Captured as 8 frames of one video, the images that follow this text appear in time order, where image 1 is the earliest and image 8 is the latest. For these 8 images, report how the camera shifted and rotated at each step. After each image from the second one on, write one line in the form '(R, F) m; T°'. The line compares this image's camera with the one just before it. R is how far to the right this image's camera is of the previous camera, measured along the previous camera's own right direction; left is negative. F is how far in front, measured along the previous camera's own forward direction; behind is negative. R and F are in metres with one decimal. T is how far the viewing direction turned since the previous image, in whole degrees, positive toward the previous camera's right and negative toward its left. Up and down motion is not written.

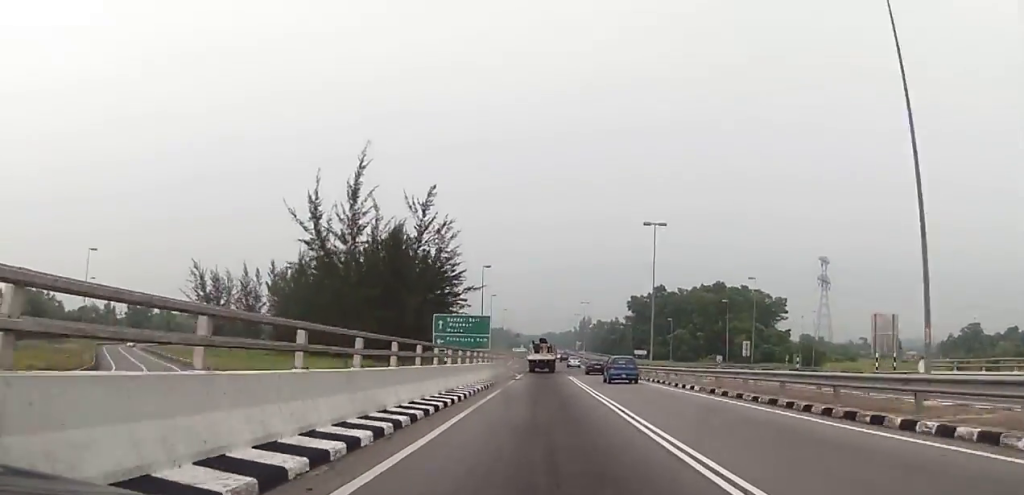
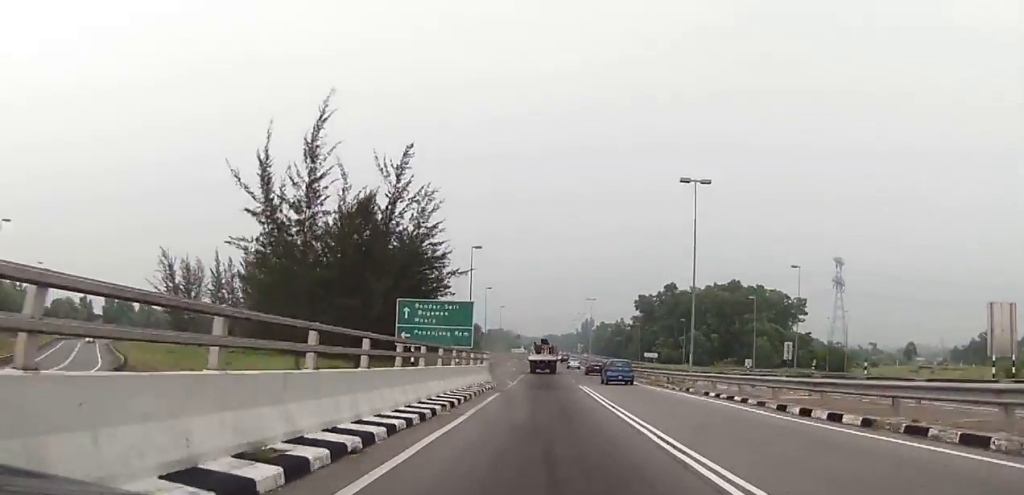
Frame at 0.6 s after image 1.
(-0.3, +14.7) m; -1°
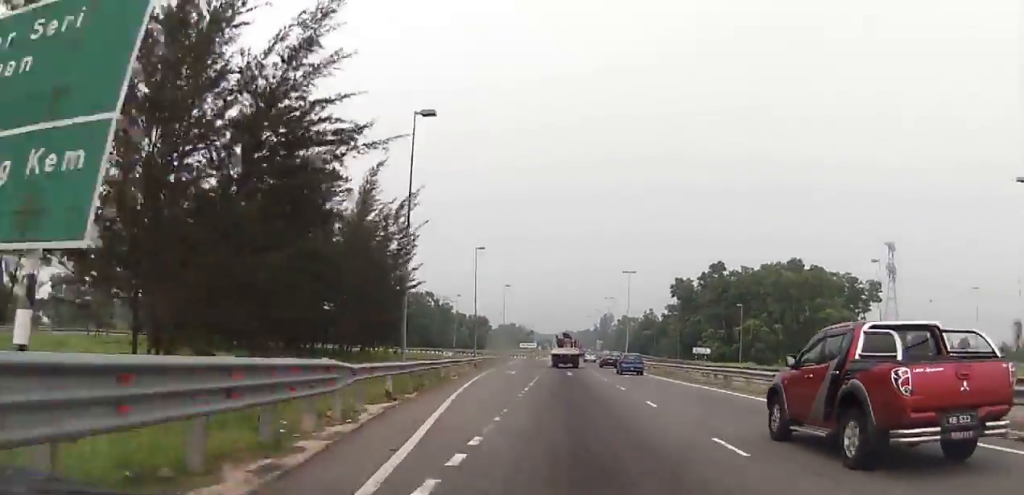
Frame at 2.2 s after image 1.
(-1.0, +36.2) m; -1°
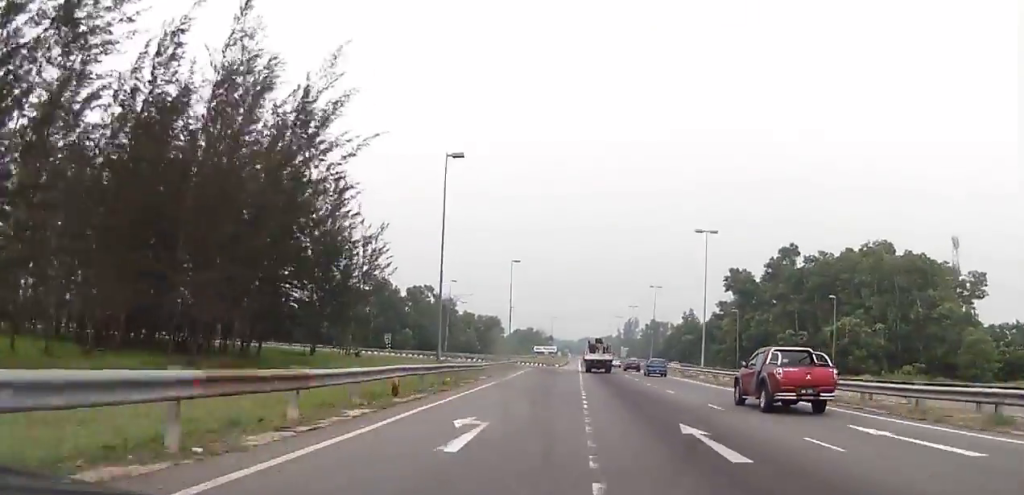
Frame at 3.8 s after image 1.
(-0.2, +33.7) m; 0°
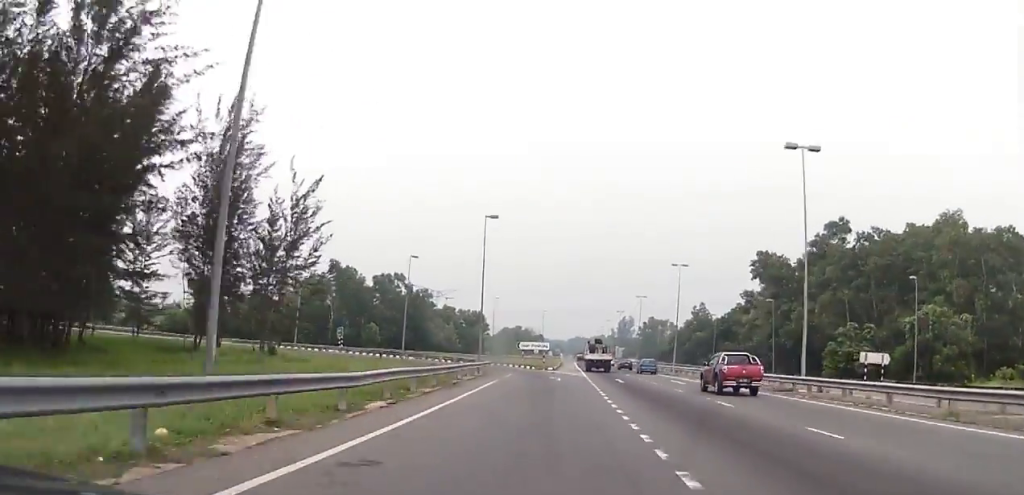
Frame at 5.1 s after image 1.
(+0.3, +23.8) m; +2°
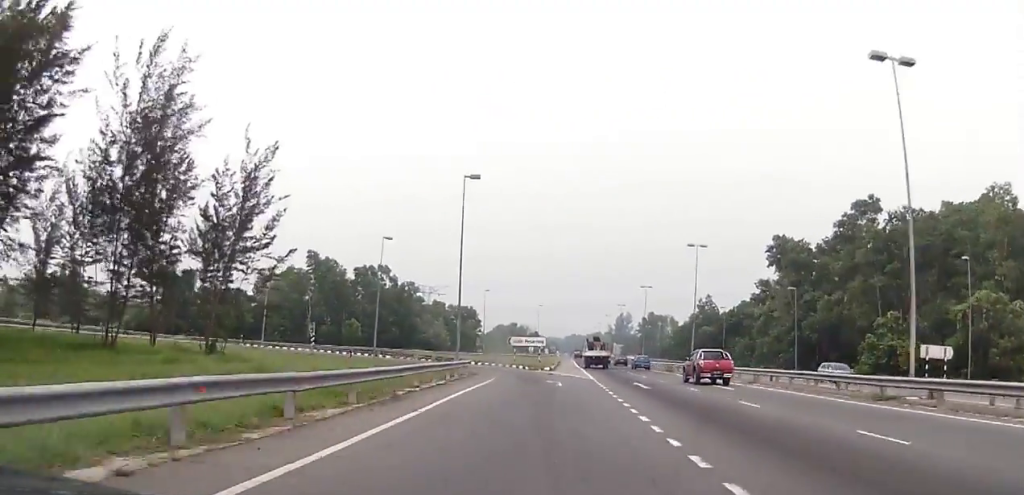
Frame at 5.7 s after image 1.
(+0.1, +10.4) m; -1°
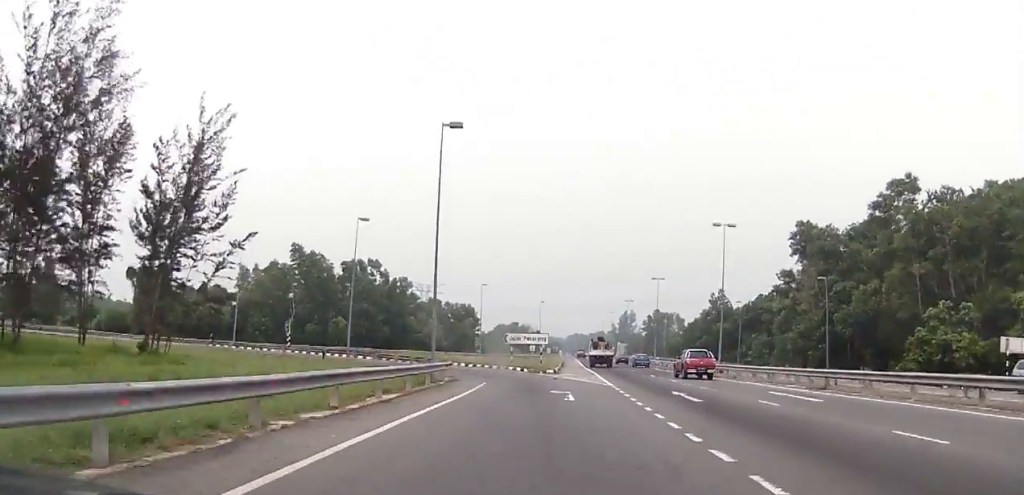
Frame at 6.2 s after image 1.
(+0.3, +9.4) m; -2°
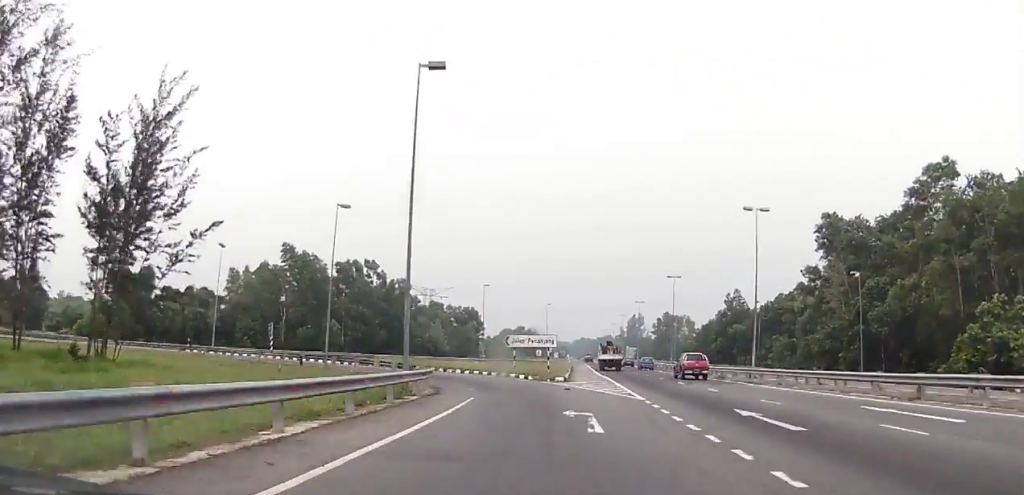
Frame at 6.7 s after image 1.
(-0.5, +6.7) m; -2°
